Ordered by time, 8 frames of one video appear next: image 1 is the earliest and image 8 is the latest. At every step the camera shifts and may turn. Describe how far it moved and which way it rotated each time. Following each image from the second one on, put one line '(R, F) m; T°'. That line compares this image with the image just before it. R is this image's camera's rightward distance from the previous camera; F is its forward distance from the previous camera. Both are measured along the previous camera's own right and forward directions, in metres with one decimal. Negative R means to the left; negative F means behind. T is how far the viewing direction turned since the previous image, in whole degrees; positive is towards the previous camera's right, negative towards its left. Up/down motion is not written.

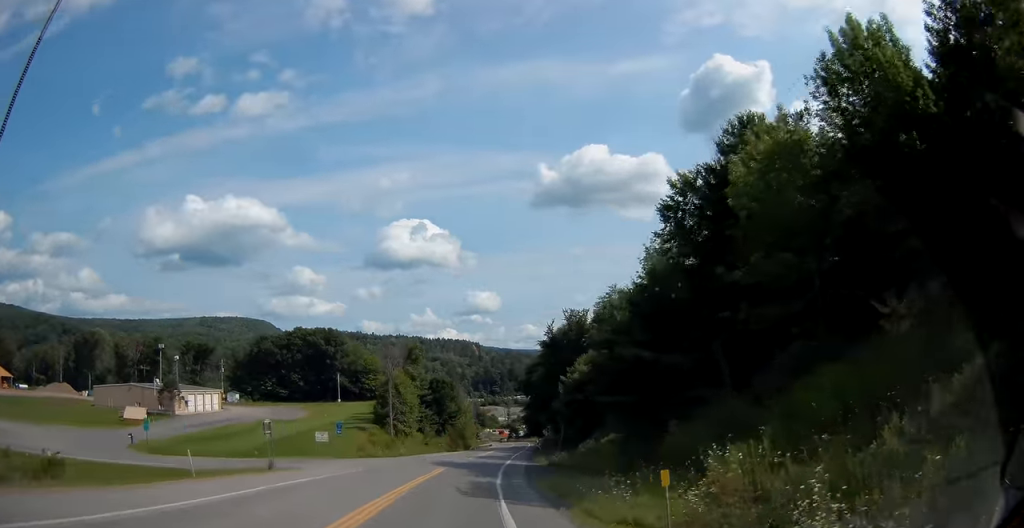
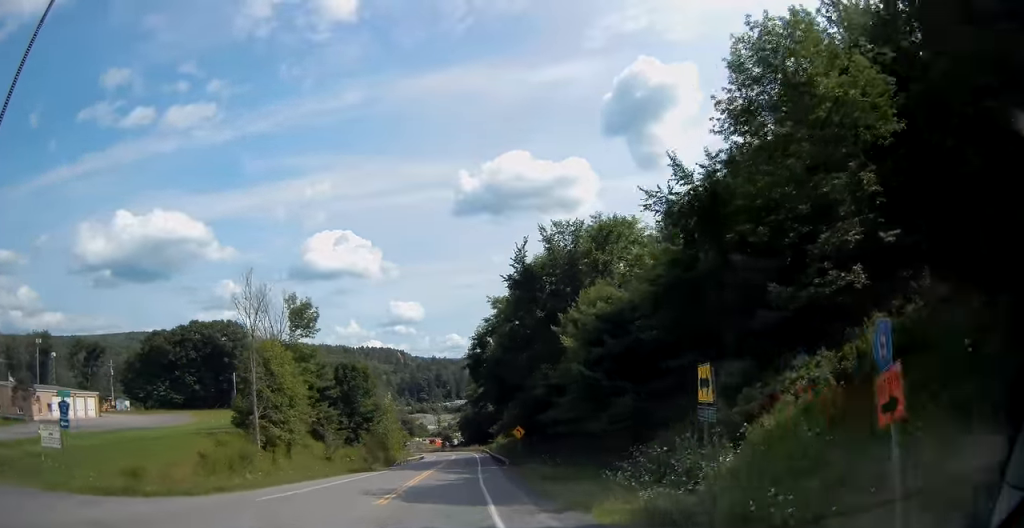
(+1.9, +32.9) m; +7°
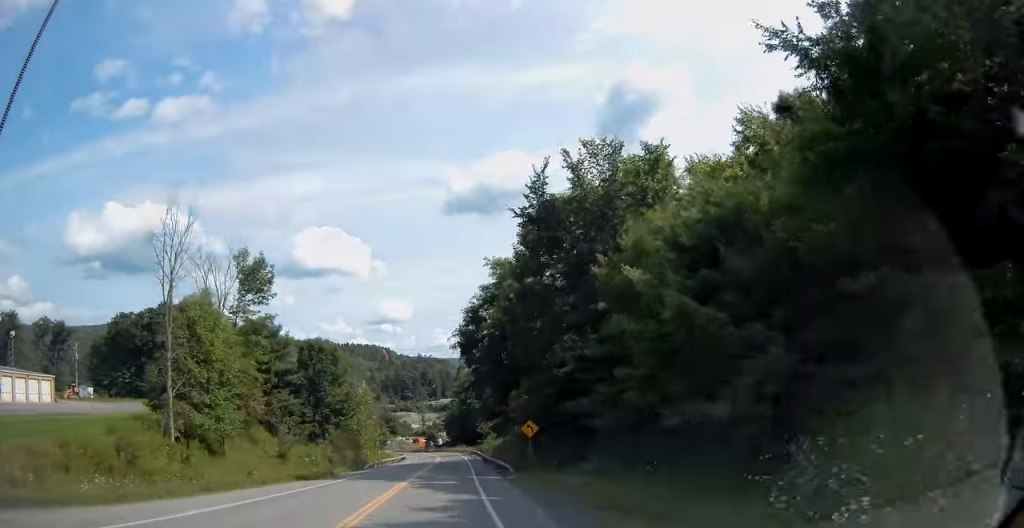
(+0.4, +13.1) m; +2°
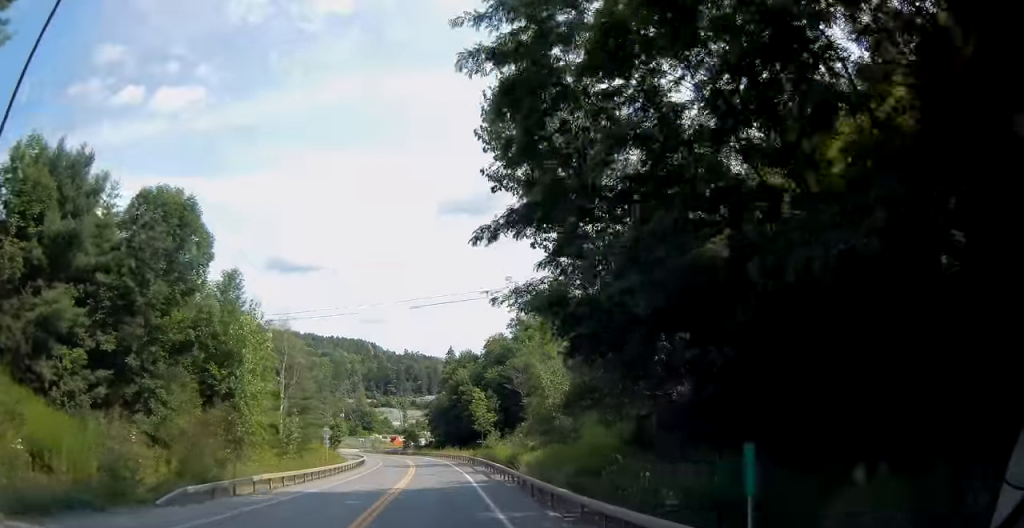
(+0.8, +37.5) m; +2°
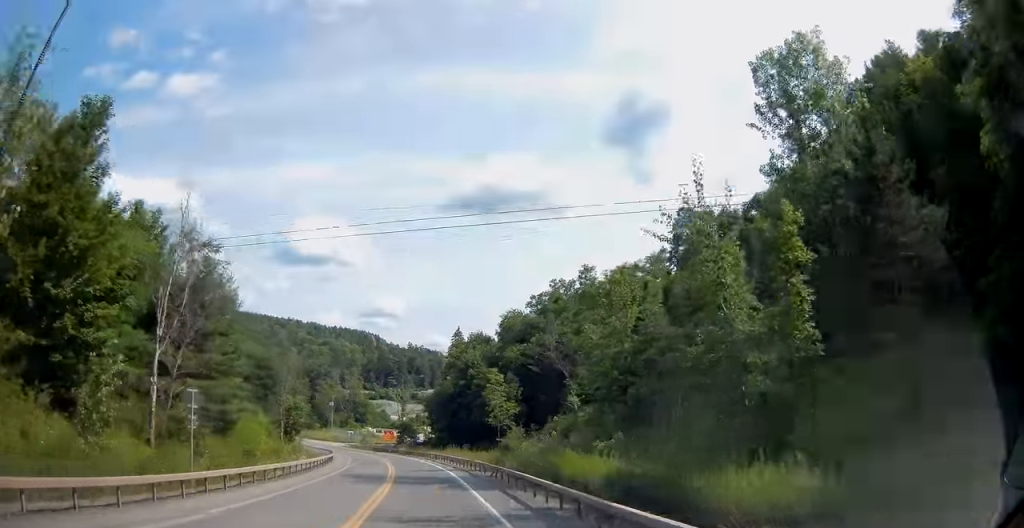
(+0.3, +23.9) m; 0°
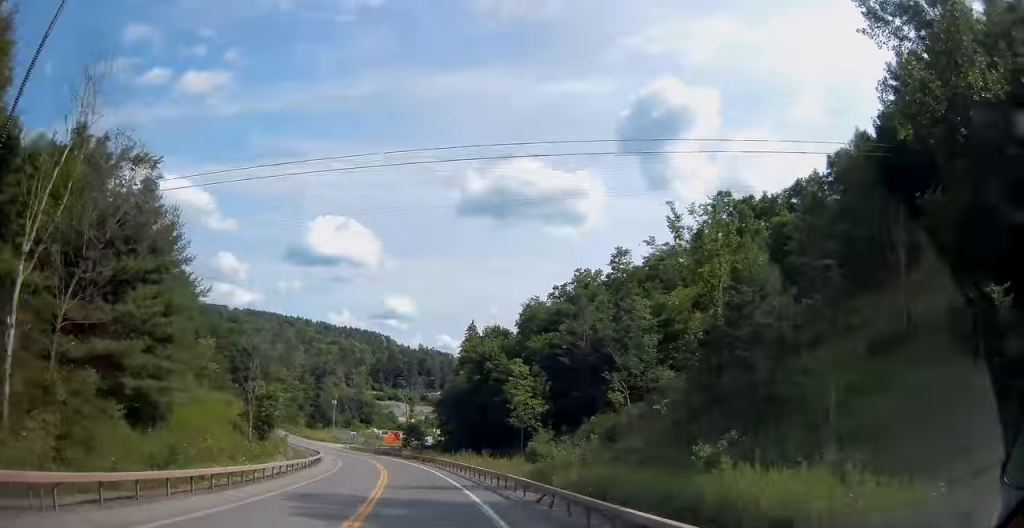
(-0.2, +12.2) m; -1°
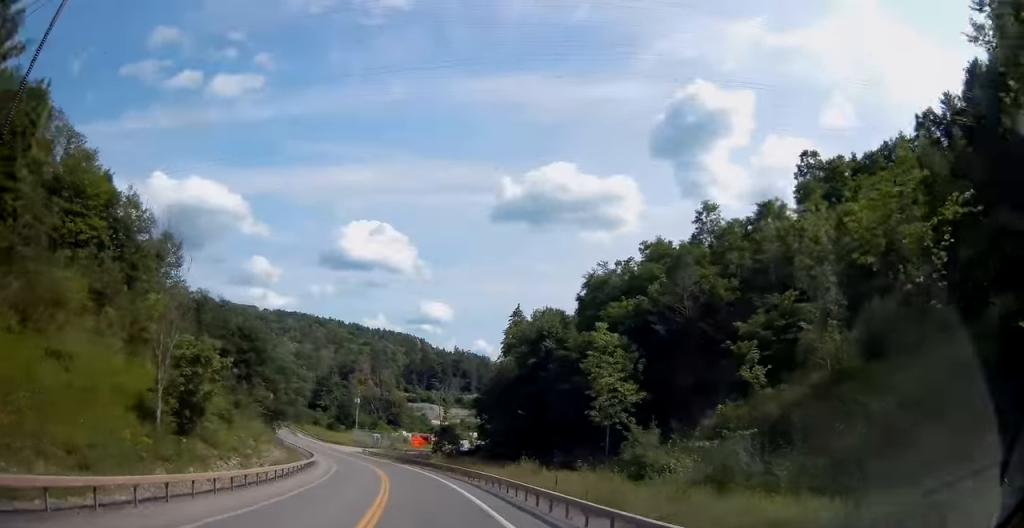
(-0.3, +19.4) m; -2°
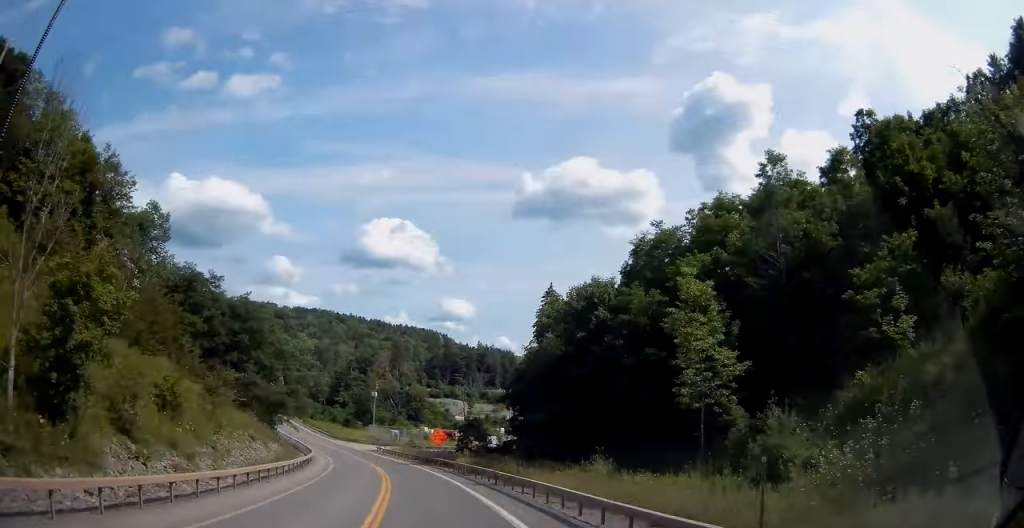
(+0.1, +11.3) m; -2°
